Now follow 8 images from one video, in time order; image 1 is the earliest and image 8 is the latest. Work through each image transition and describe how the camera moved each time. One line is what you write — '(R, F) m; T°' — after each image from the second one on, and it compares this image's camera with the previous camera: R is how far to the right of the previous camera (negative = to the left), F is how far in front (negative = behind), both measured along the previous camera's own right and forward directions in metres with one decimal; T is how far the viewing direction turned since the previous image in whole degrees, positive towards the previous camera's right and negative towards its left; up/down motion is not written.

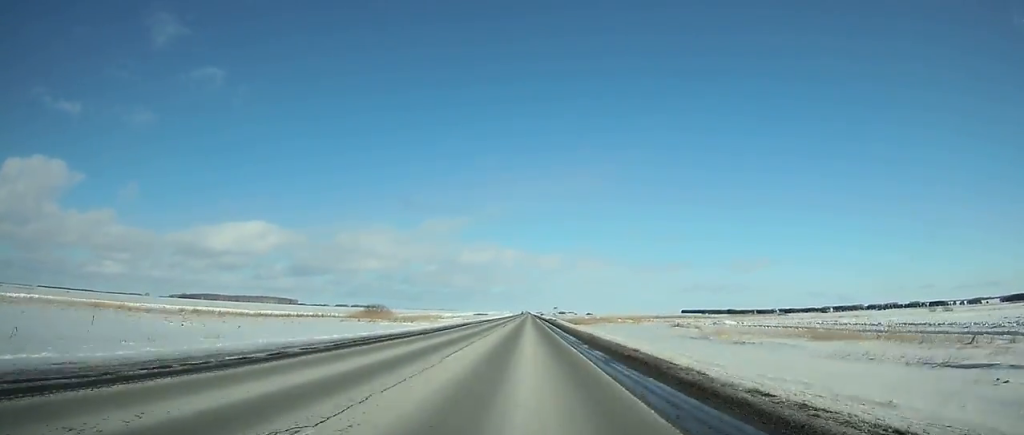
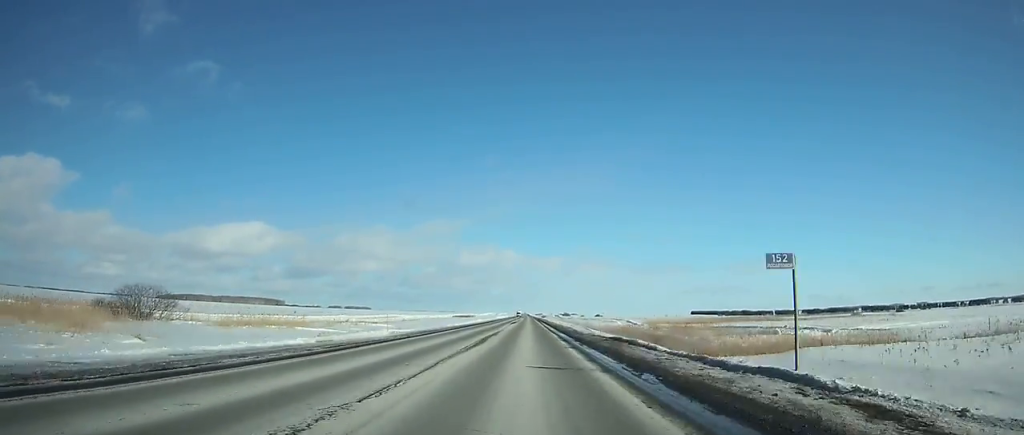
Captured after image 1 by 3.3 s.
(0.0, +104.7) m; 0°
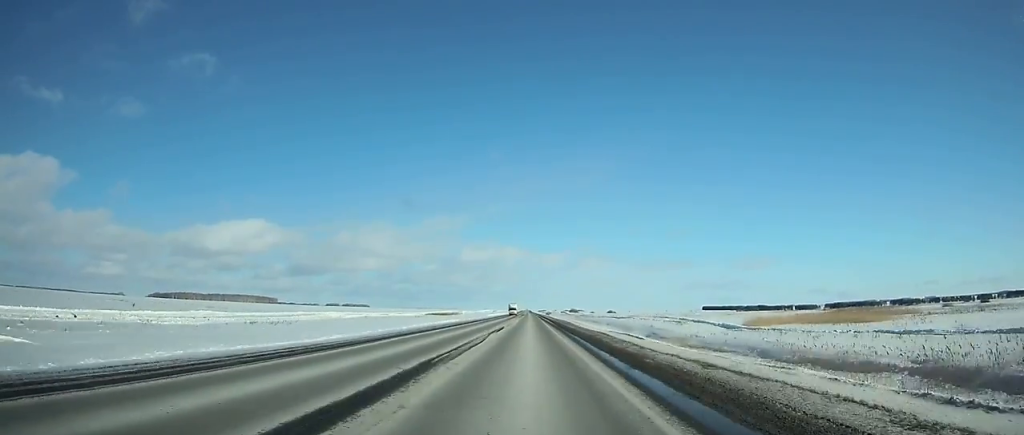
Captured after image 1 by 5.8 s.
(+0.2, +79.5) m; 0°
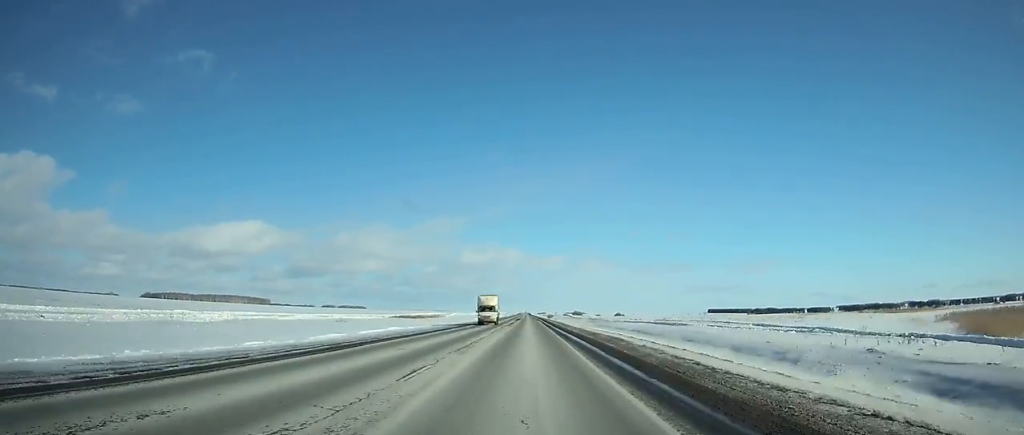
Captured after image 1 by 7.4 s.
(0.0, +51.0) m; 0°
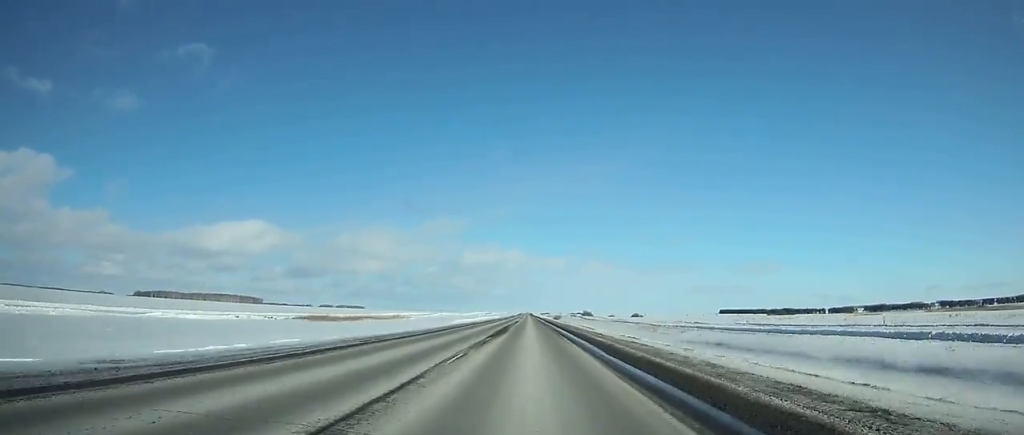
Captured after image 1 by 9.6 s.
(0.0, +70.2) m; 0°
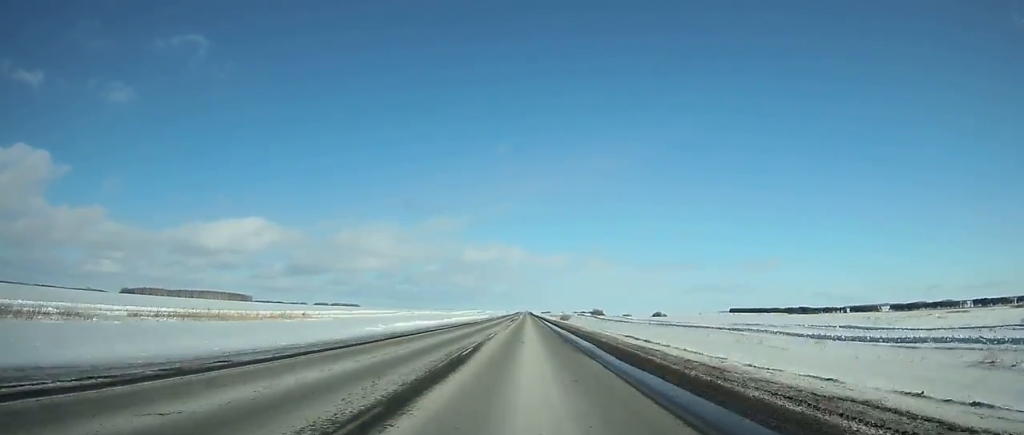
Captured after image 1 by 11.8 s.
(-0.1, +70.3) m; 0°
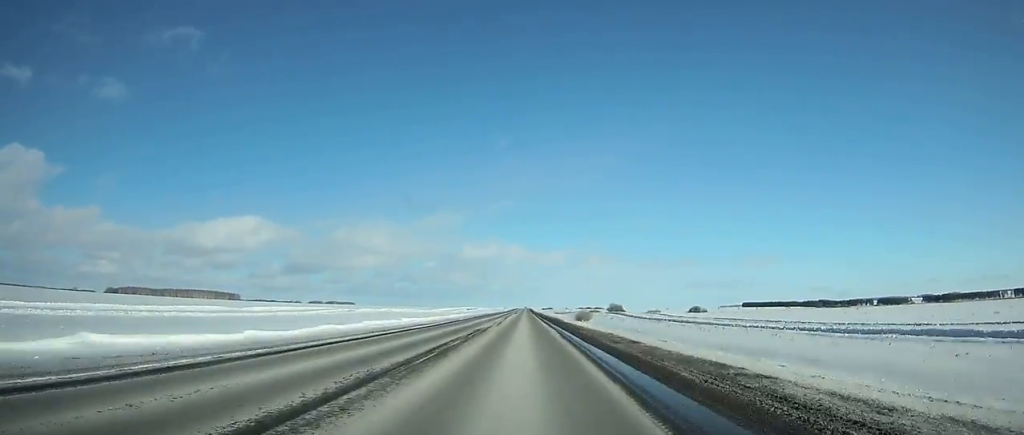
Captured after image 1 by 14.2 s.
(+0.1, +76.7) m; 0°
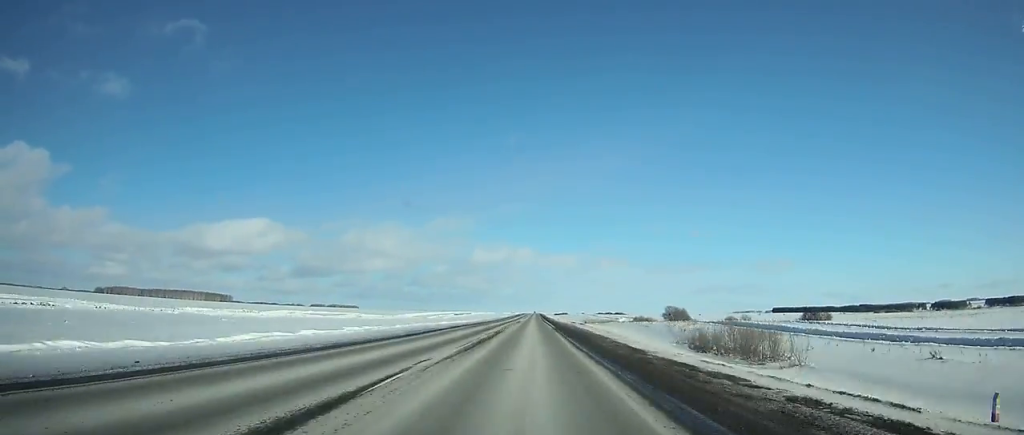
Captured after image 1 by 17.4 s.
(-0.4, +102.1) m; 0°
